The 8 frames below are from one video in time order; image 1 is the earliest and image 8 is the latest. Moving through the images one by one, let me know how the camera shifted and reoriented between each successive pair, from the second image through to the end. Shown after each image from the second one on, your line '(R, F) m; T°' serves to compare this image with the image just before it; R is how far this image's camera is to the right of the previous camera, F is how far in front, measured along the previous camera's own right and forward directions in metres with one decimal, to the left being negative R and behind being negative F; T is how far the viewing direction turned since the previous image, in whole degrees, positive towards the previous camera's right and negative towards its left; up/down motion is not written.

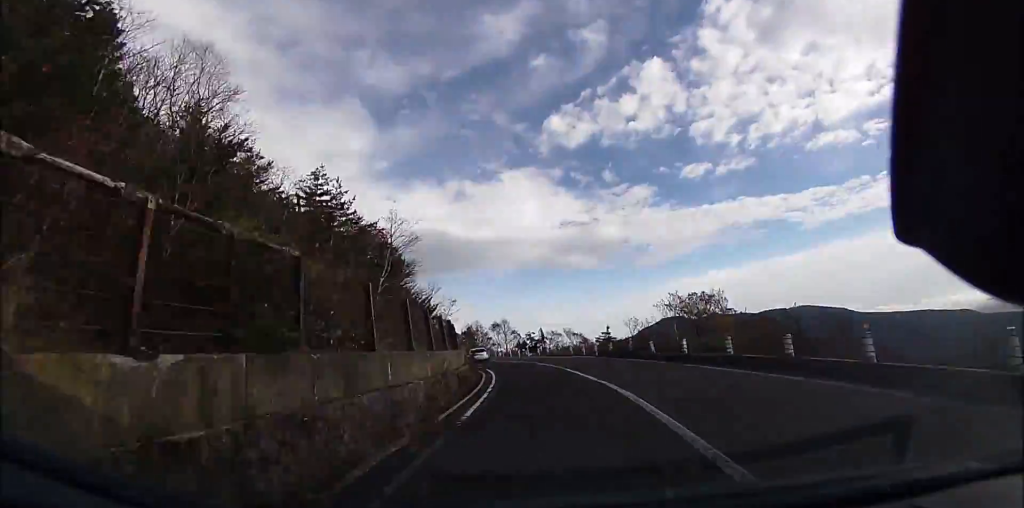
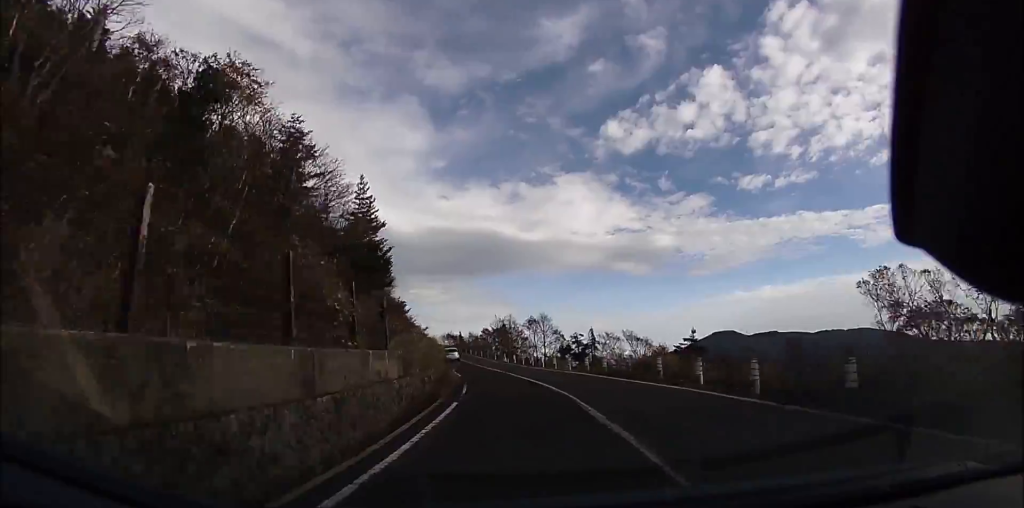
(+2.8, +19.2) m; +5°
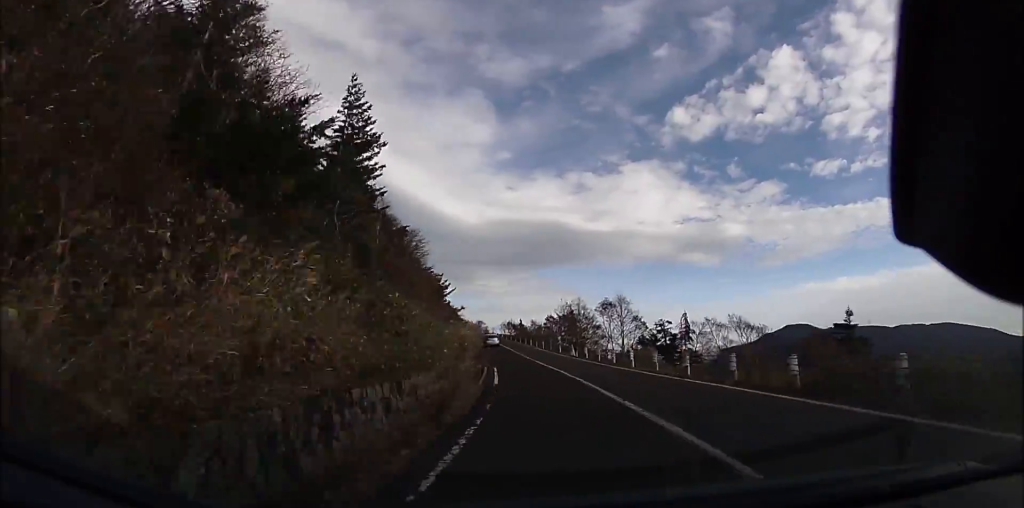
(-0.6, +11.2) m; -4°
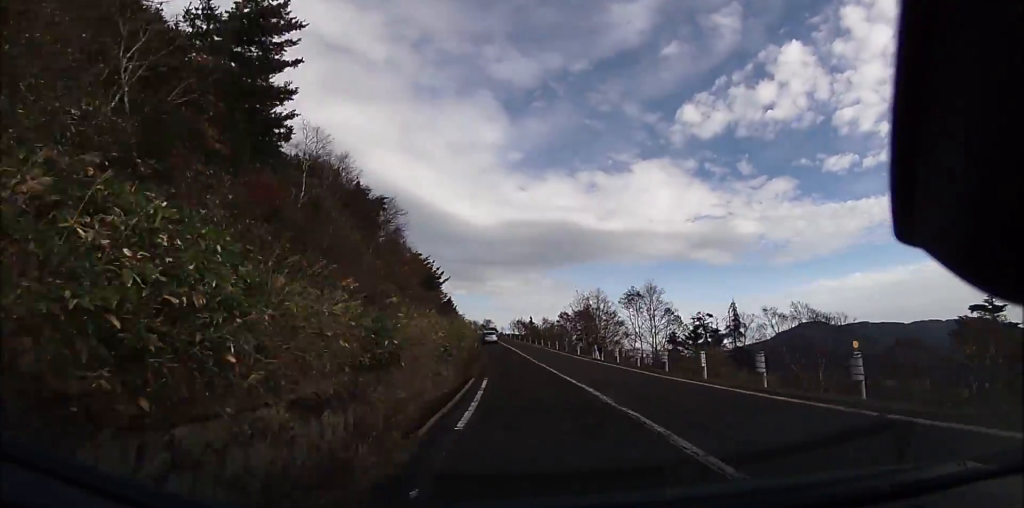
(-0.1, +8.1) m; -3°
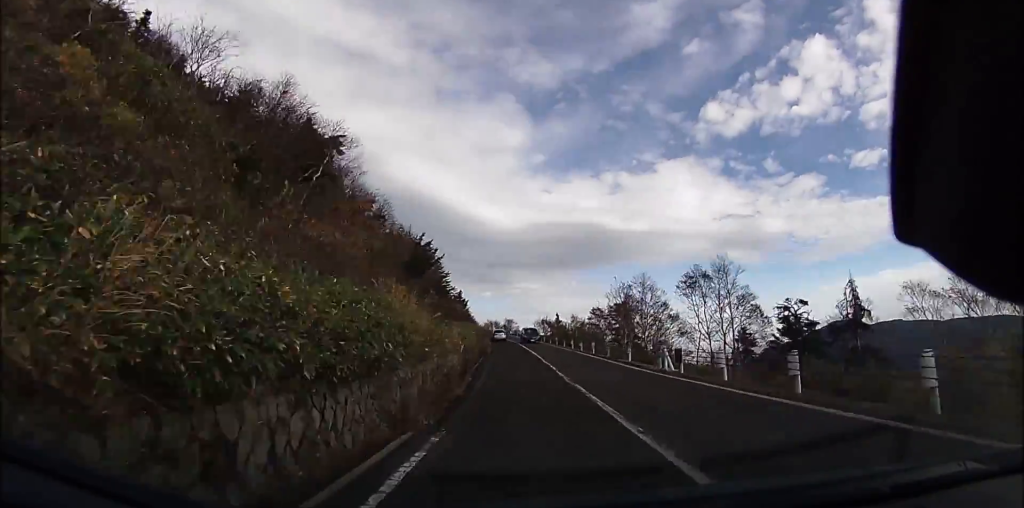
(-0.4, +10.0) m; -4°
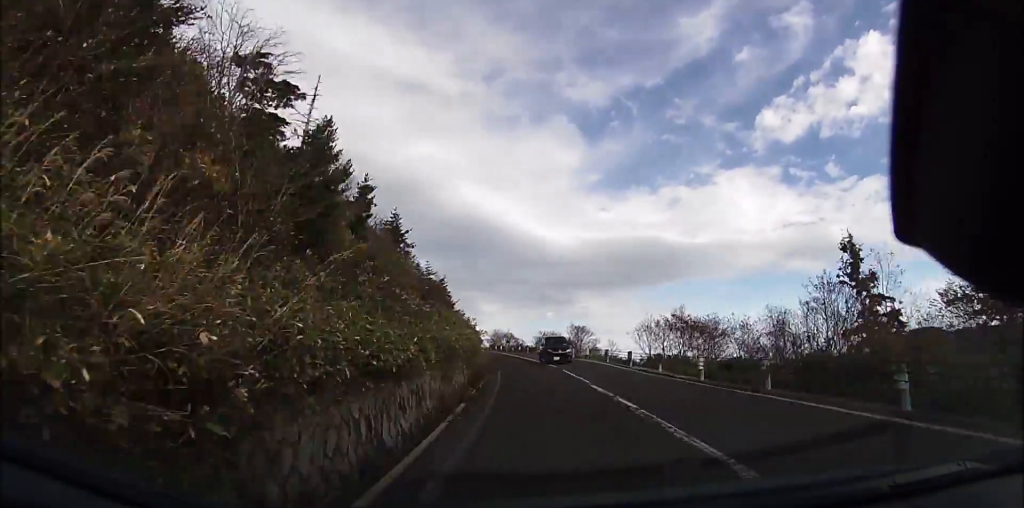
(-4.3, +44.6) m; -9°
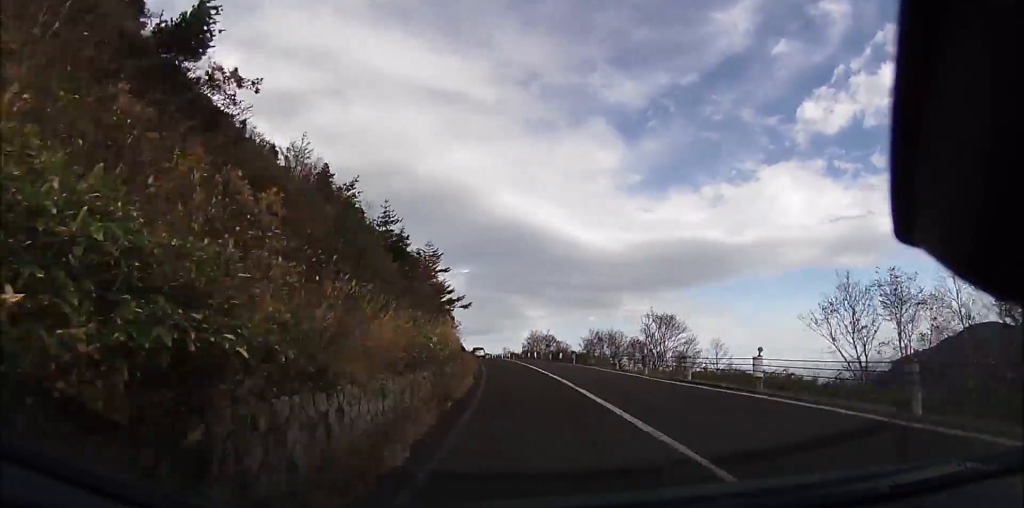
(-0.7, +19.5) m; -5°
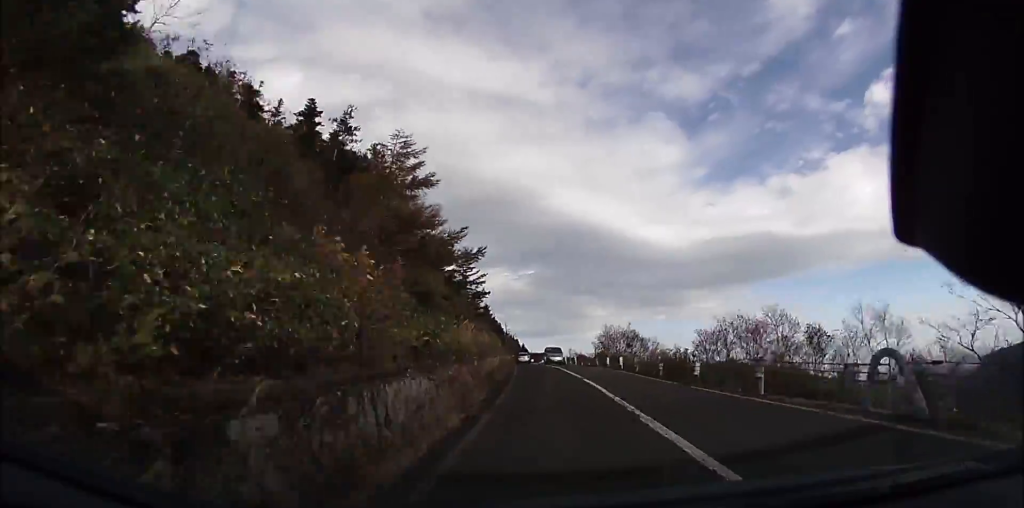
(-1.1, +18.7) m; -6°
